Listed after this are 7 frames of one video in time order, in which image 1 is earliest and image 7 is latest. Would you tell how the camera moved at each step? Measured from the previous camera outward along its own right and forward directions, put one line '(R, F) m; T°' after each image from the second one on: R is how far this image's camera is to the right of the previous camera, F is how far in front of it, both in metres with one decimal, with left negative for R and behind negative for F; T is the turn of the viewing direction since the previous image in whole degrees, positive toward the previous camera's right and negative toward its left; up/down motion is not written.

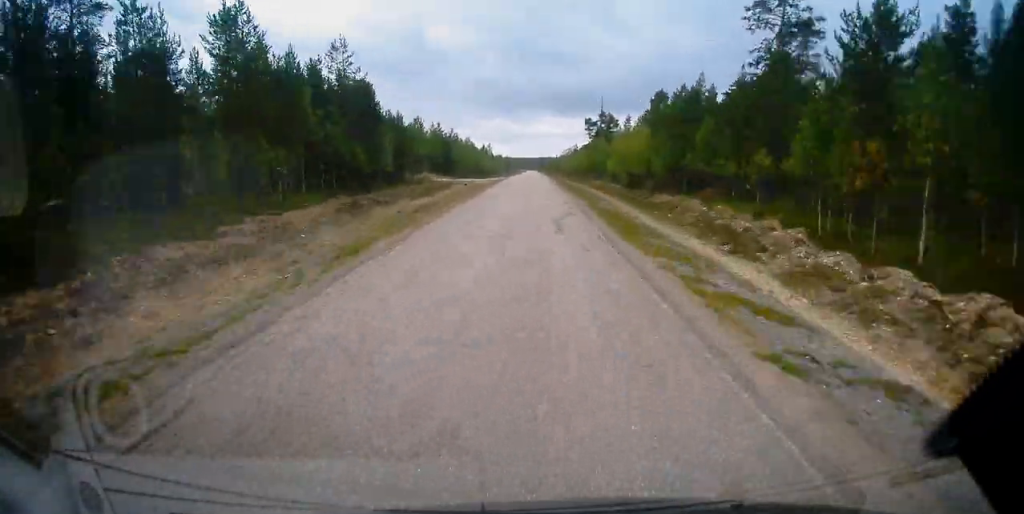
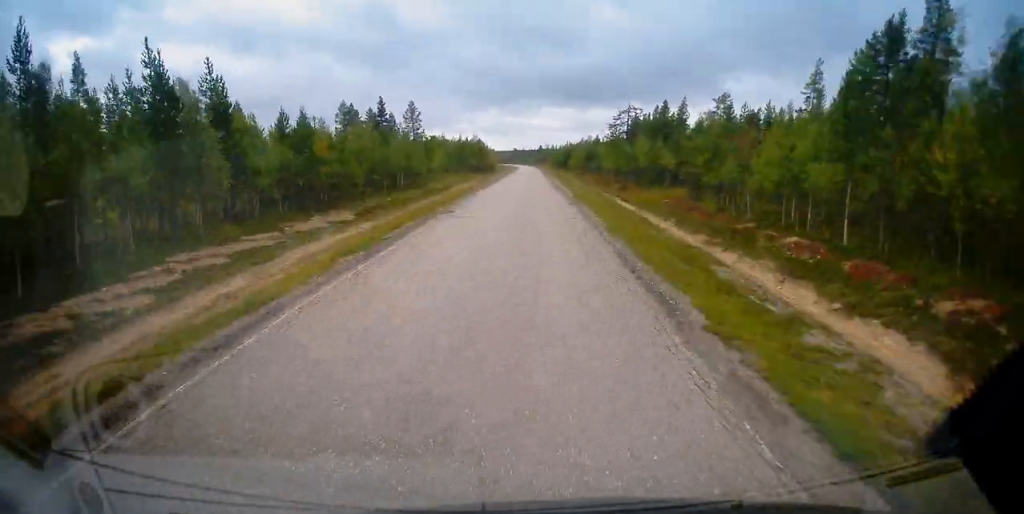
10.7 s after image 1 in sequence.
(-0.2, +168.5) m; 0°
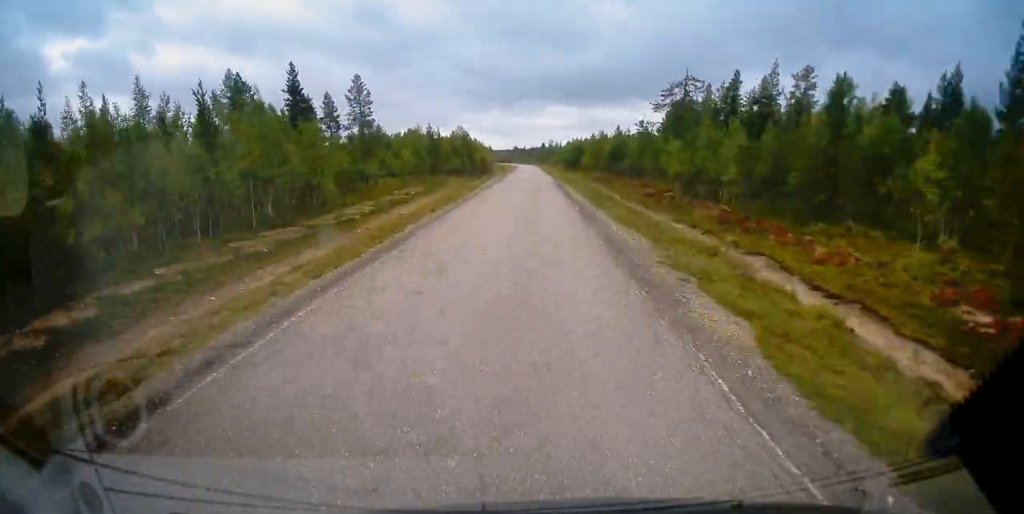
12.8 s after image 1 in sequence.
(0.0, +33.1) m; 0°
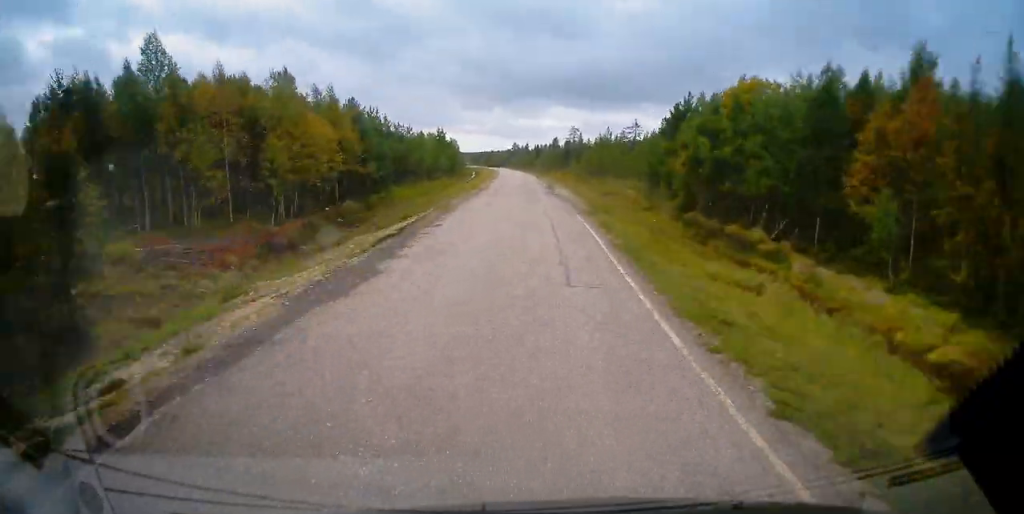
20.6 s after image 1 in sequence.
(-0.7, +122.0) m; -1°
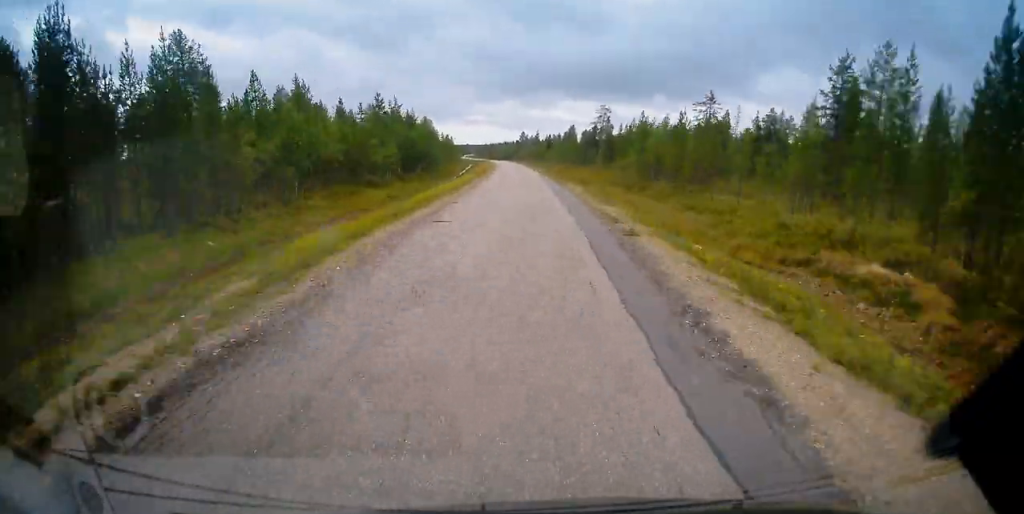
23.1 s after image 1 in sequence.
(-0.3, +39.4) m; -1°
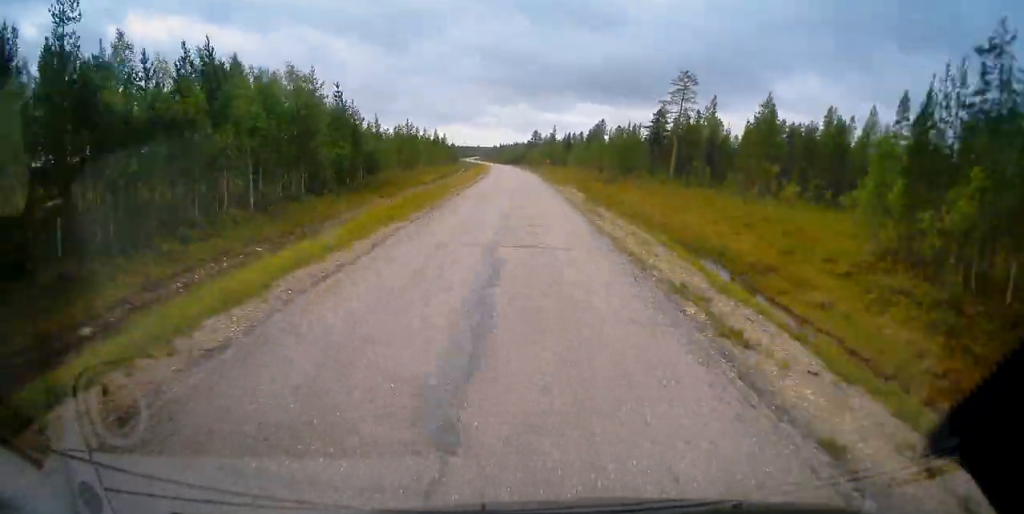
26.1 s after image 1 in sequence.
(-0.1, +46.3) m; -1°
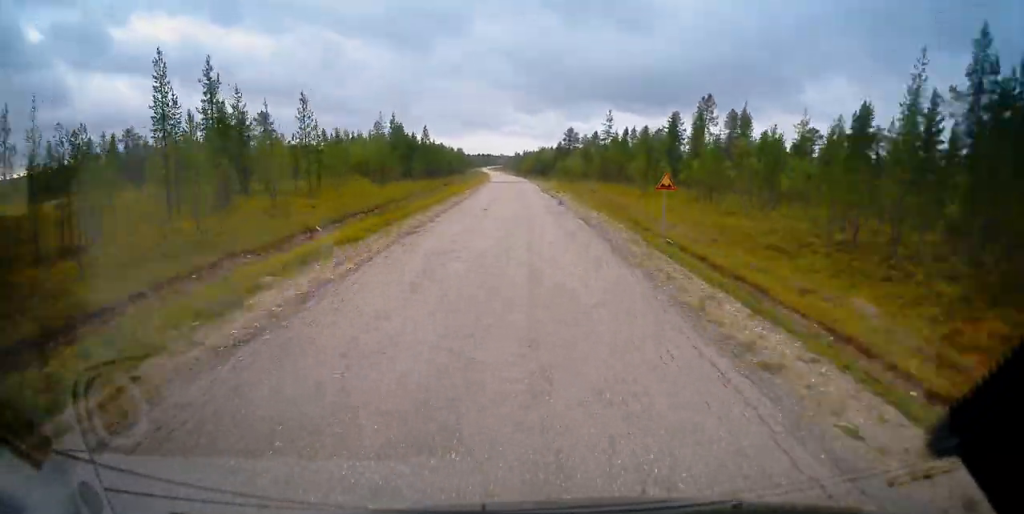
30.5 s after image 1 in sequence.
(-1.5, +66.8) m; -2°
